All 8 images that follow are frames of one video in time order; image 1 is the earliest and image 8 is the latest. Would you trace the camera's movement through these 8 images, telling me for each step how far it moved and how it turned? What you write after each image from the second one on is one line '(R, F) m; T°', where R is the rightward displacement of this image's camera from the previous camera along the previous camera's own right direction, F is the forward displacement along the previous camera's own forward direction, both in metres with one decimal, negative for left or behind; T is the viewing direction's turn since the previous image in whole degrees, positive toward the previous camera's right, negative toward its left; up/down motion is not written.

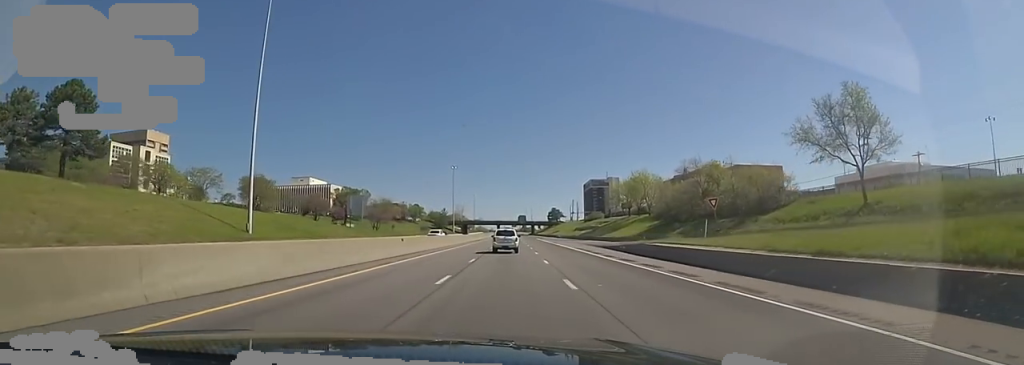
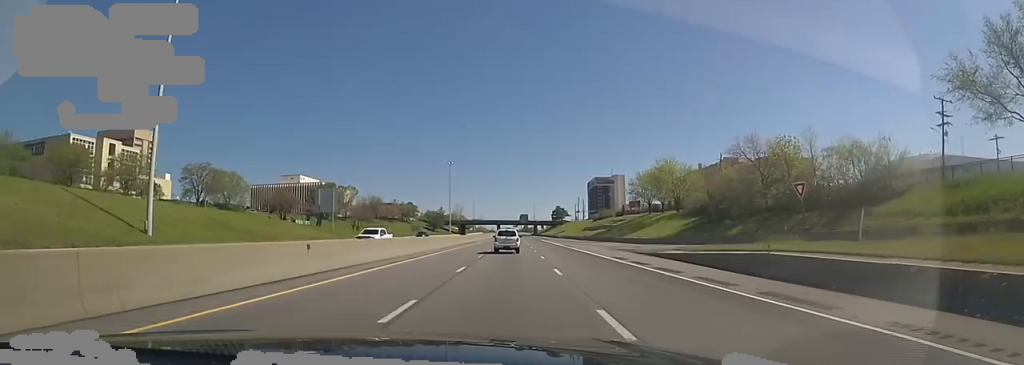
(+0.2, +15.7) m; +1°
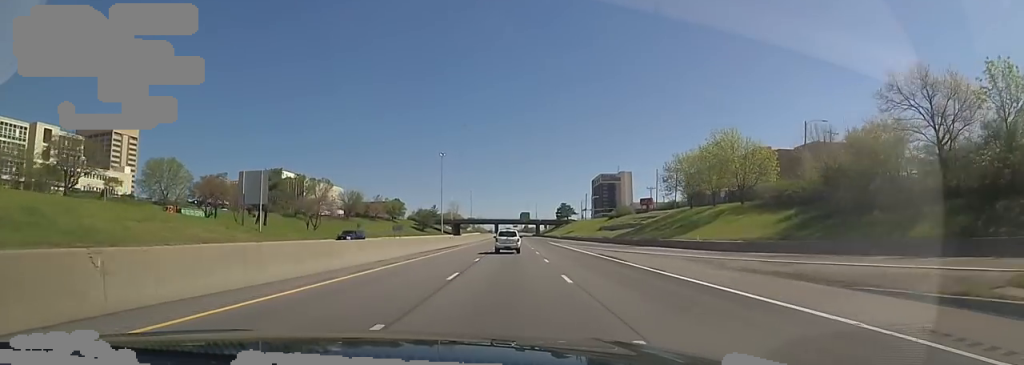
(0.0, +22.5) m; 0°
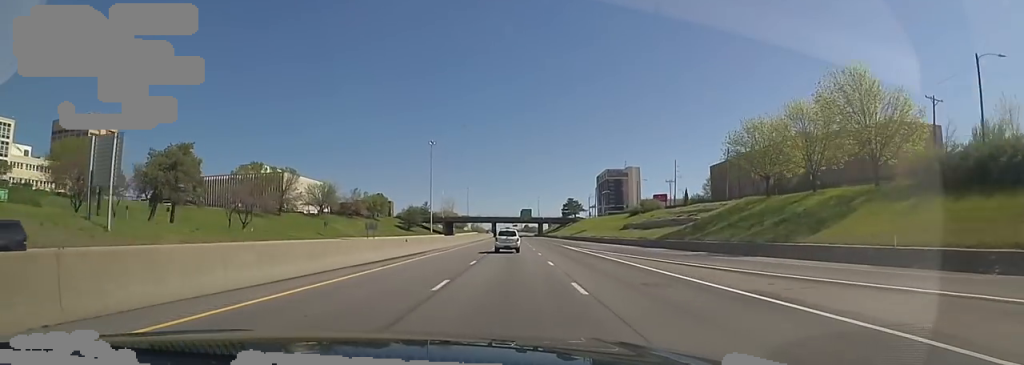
(0.0, +22.8) m; 0°
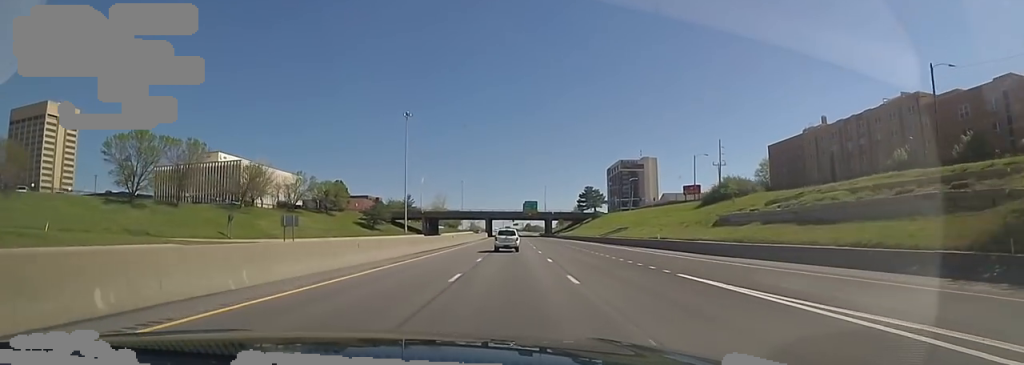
(0.0, +38.0) m; -1°
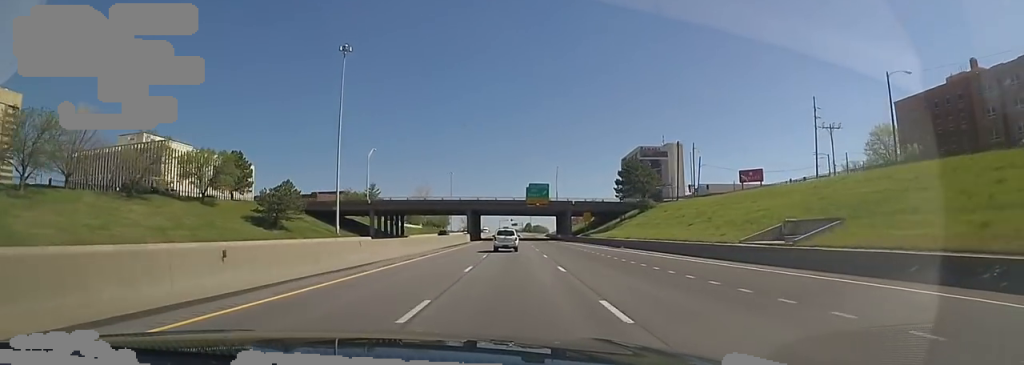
(-0.2, +46.2) m; -1°
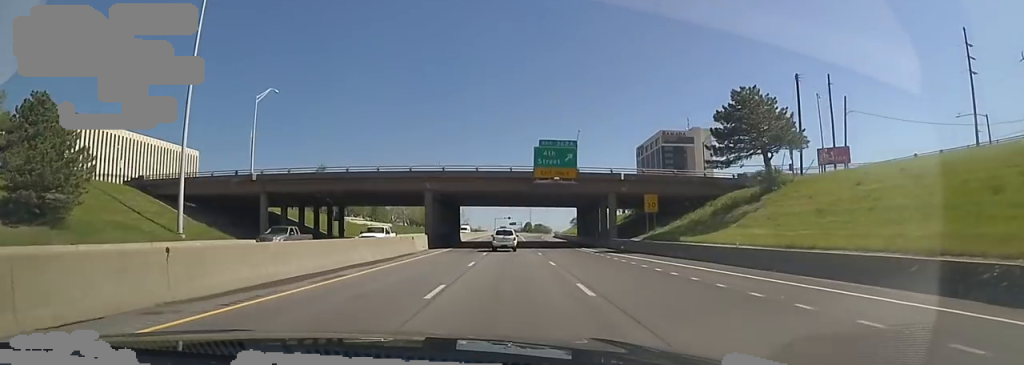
(-0.8, +37.5) m; -1°
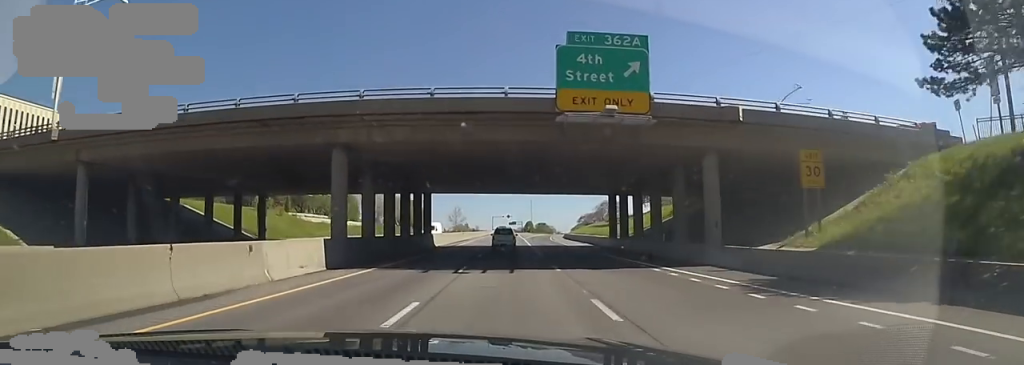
(+0.5, +22.5) m; +1°
